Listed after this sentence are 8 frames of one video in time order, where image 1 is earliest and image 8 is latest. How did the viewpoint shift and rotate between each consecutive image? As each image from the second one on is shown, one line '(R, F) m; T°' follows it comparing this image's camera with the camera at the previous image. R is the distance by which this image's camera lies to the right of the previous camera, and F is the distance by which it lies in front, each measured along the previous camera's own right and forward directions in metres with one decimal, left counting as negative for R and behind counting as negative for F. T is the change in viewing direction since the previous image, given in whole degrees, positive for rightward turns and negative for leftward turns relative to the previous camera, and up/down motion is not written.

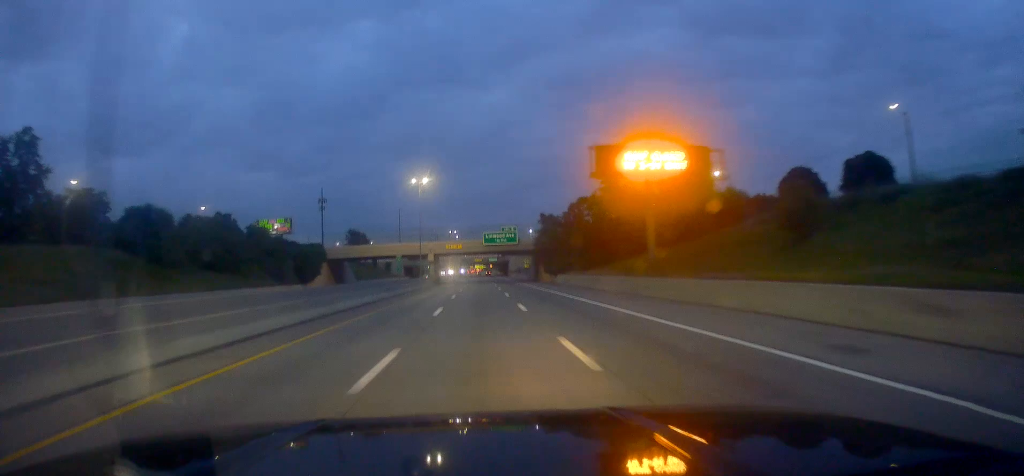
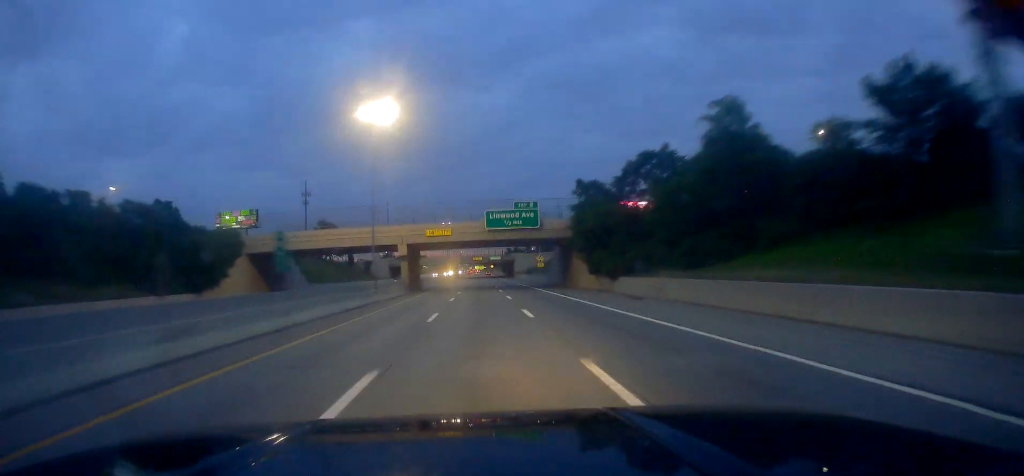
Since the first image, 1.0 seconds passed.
(-0.1, +32.9) m; -1°
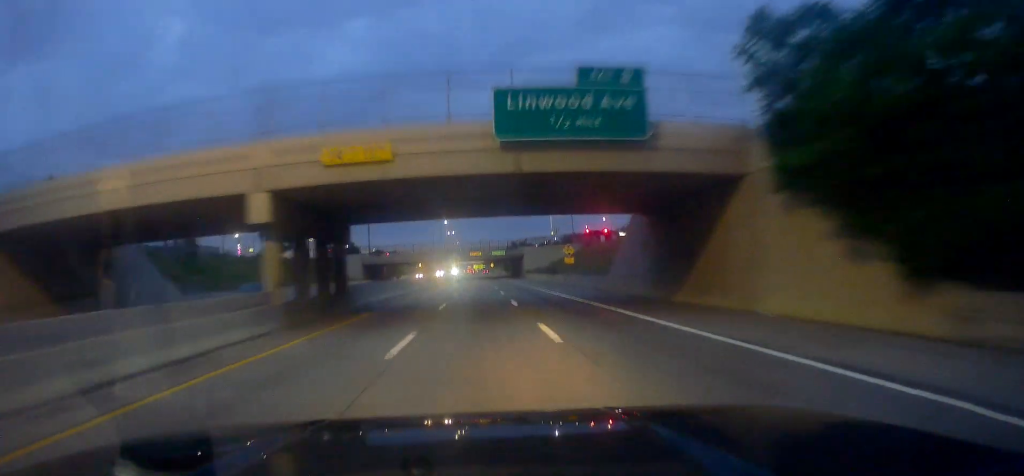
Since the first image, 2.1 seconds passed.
(-0.4, +37.6) m; 0°
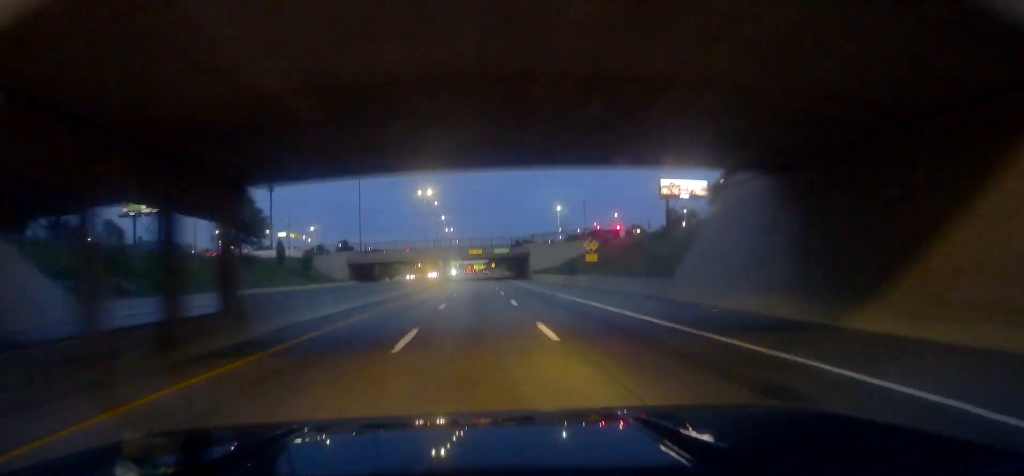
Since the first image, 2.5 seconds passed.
(+0.2, +14.9) m; 0°
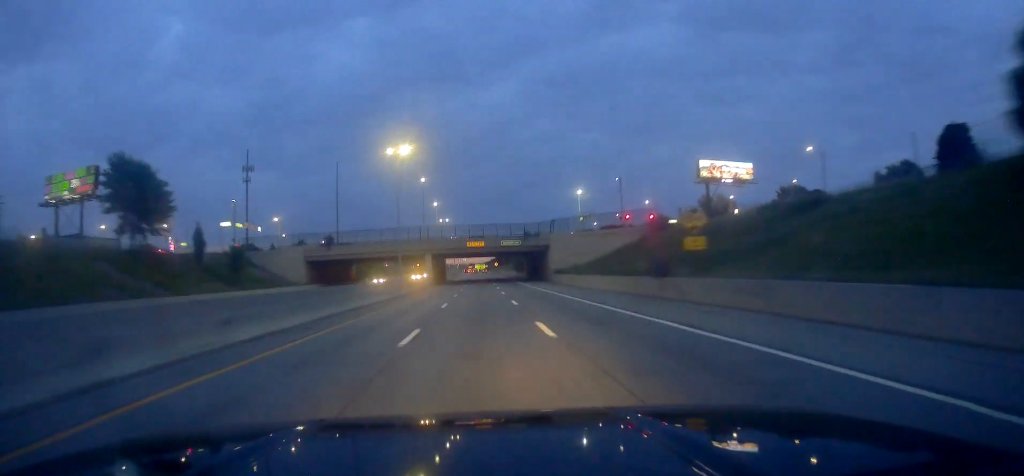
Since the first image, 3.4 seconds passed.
(-0.1, +29.9) m; 0°
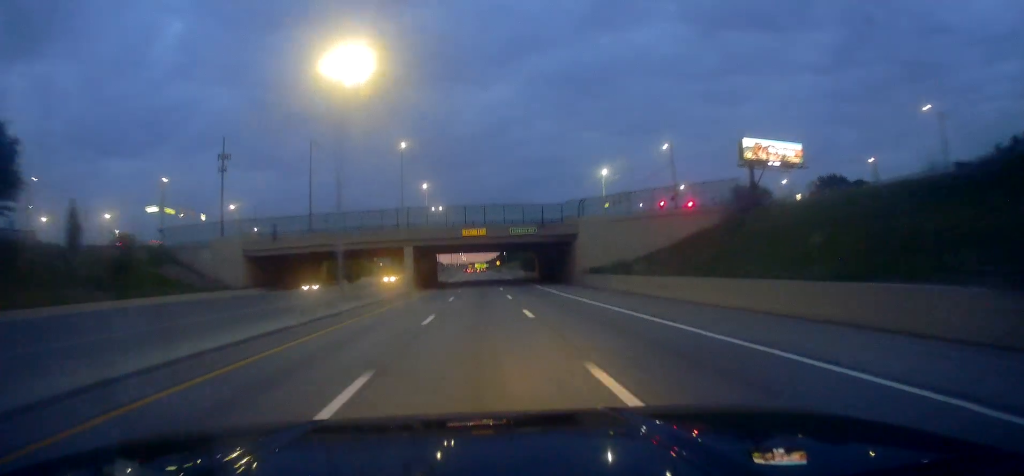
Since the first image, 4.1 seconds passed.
(-0.2, +24.1) m; 0°
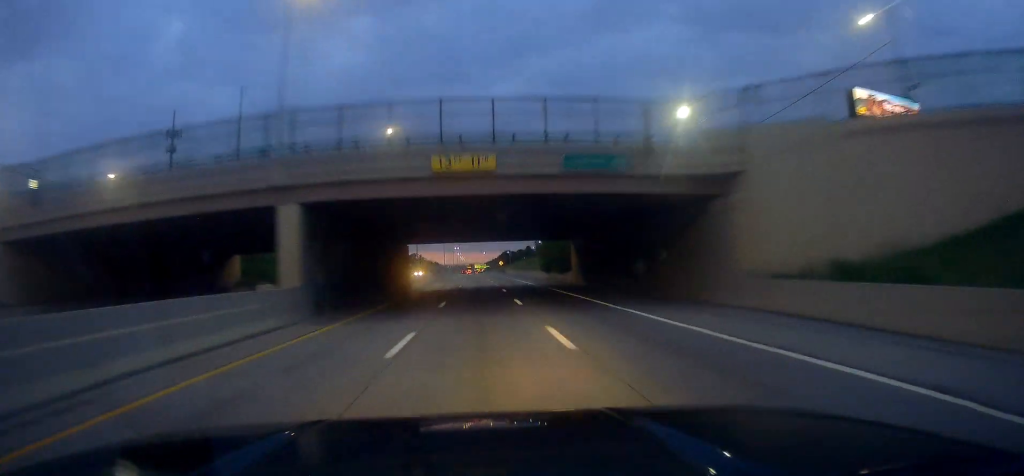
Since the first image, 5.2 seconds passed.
(+0.3, +40.1) m; +1°
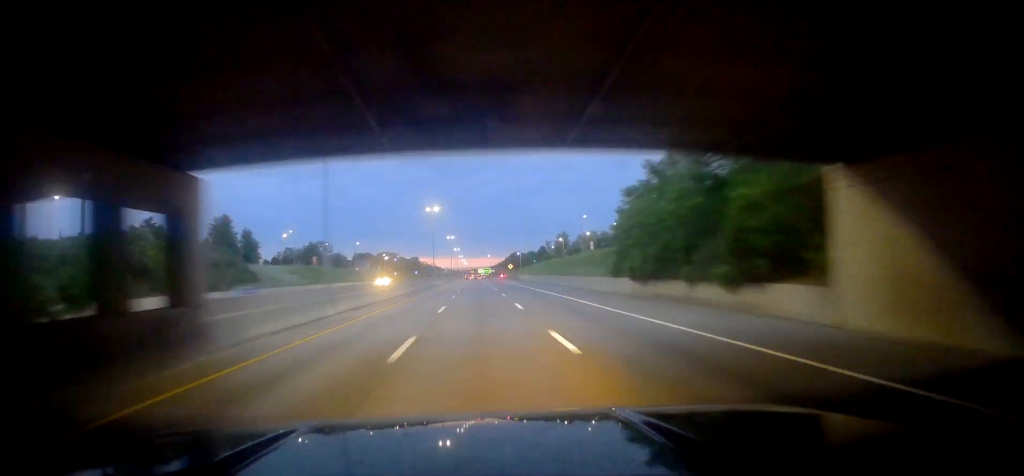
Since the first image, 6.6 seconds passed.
(+0.4, +45.6) m; +1°
